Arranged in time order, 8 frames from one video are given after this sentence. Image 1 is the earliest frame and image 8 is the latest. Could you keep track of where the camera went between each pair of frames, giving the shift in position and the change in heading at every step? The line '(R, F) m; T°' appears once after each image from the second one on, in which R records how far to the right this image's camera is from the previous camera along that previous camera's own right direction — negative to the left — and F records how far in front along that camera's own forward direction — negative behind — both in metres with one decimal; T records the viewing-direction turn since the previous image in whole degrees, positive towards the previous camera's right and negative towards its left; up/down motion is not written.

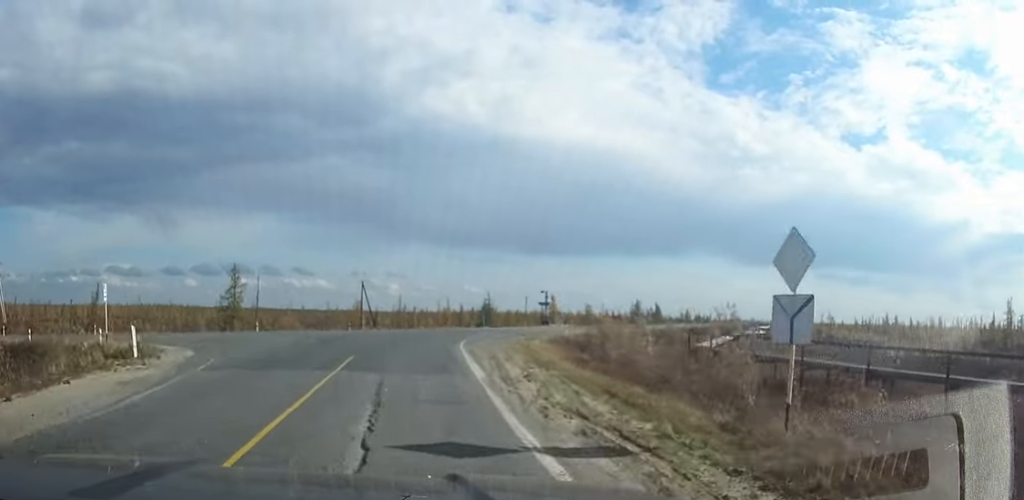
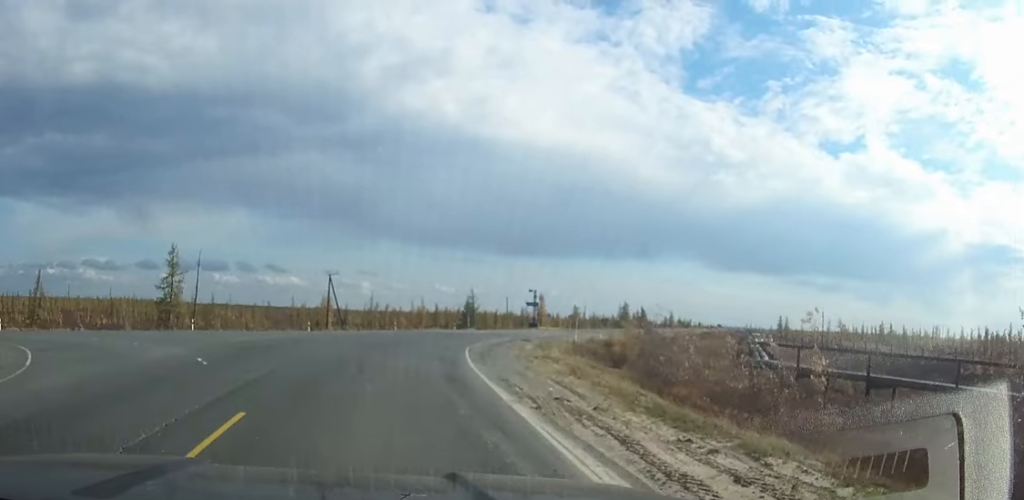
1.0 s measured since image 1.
(+0.2, +13.3) m; +3°
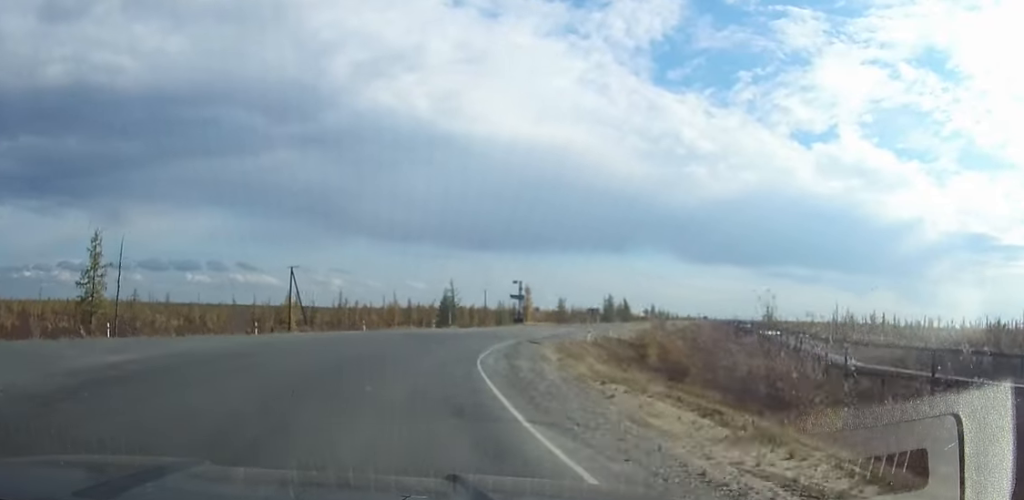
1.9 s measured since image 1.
(+0.3, +12.0) m; +3°
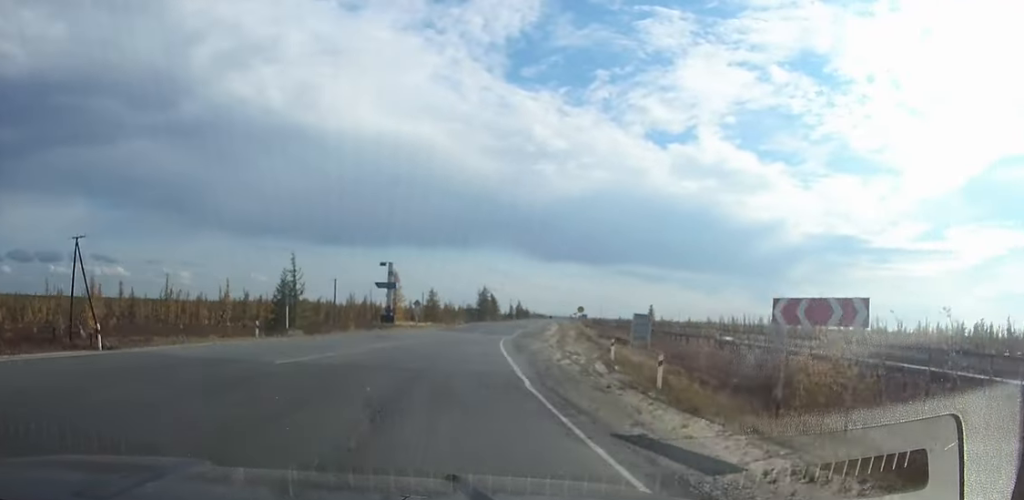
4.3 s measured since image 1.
(+3.6, +31.6) m; +14°
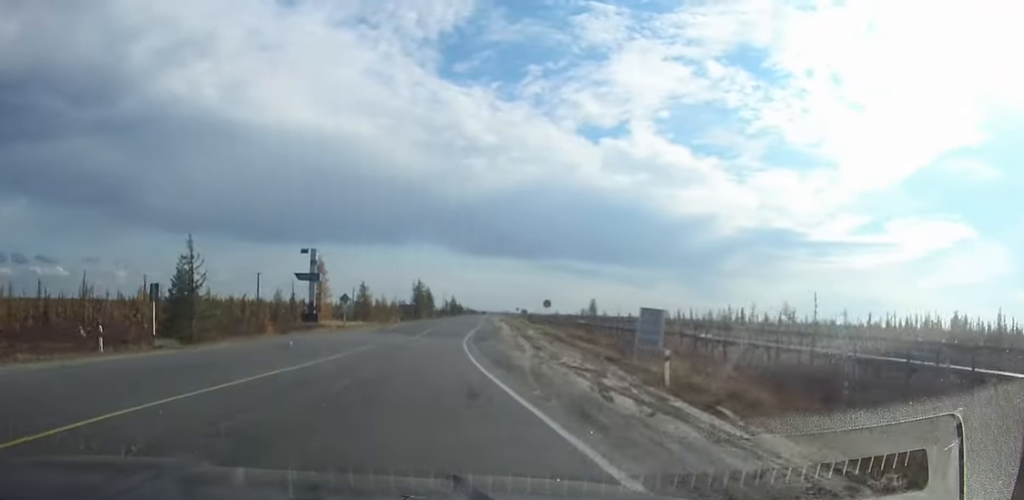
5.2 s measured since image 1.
(+0.7, +13.2) m; +5°
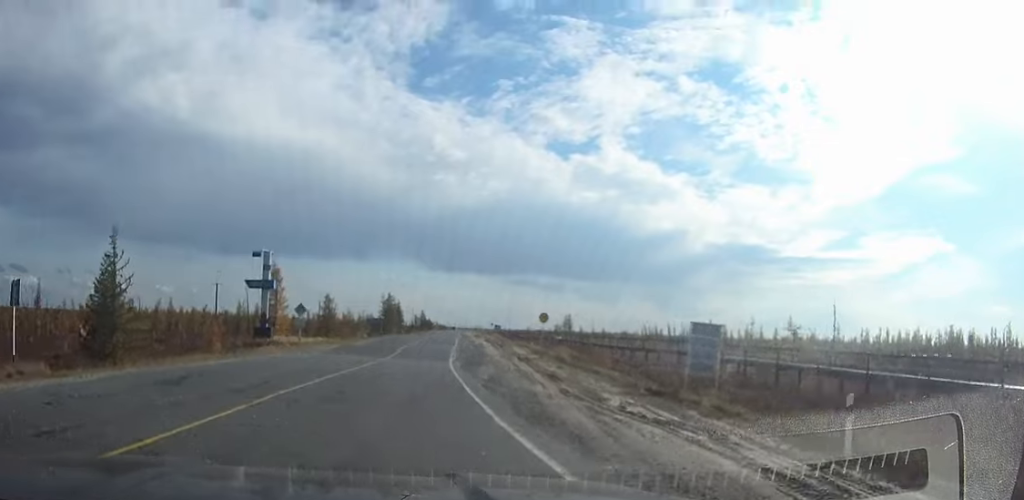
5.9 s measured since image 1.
(+0.3, +9.9) m; +2°
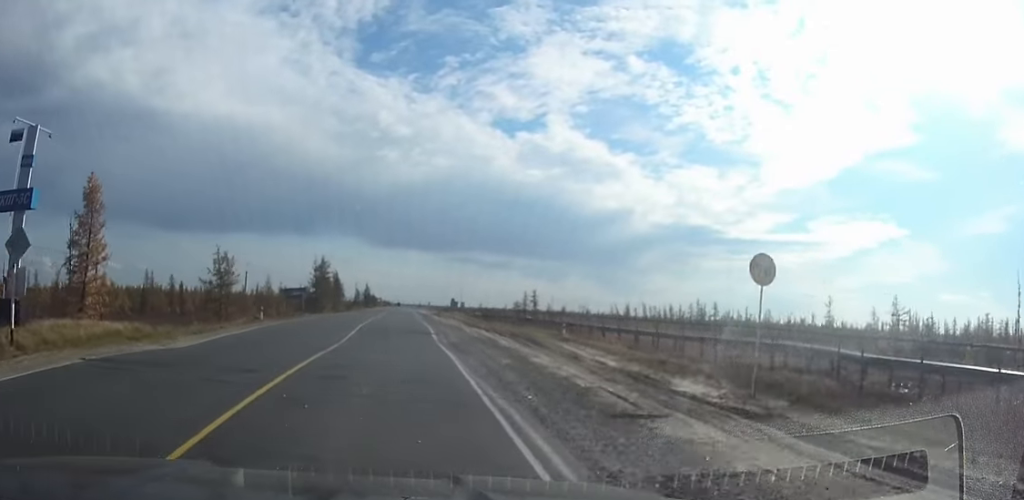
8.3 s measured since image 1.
(+1.5, +33.5) m; +4°
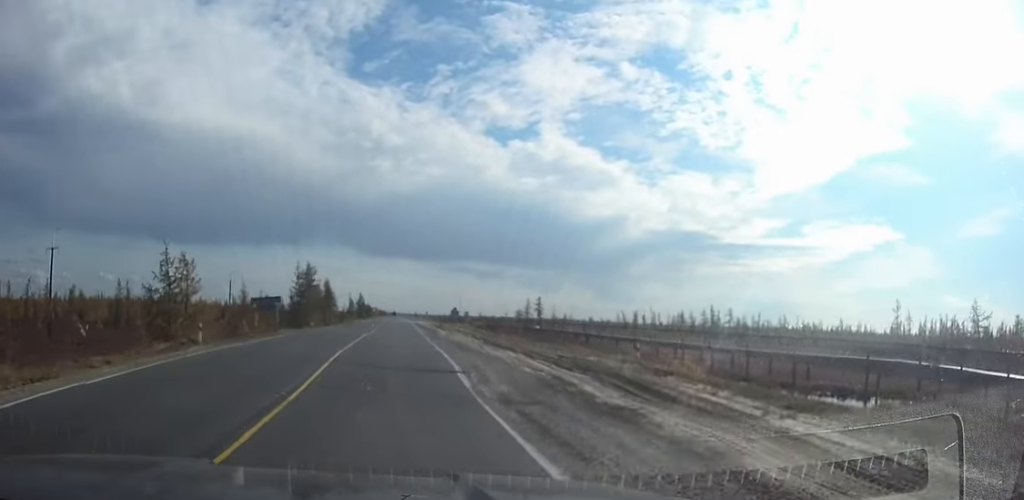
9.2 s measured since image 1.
(+0.1, +13.1) m; +1°
